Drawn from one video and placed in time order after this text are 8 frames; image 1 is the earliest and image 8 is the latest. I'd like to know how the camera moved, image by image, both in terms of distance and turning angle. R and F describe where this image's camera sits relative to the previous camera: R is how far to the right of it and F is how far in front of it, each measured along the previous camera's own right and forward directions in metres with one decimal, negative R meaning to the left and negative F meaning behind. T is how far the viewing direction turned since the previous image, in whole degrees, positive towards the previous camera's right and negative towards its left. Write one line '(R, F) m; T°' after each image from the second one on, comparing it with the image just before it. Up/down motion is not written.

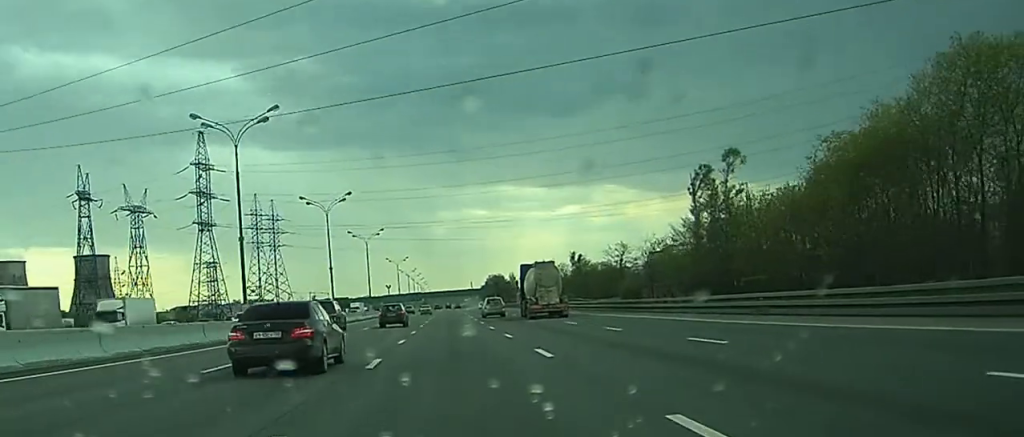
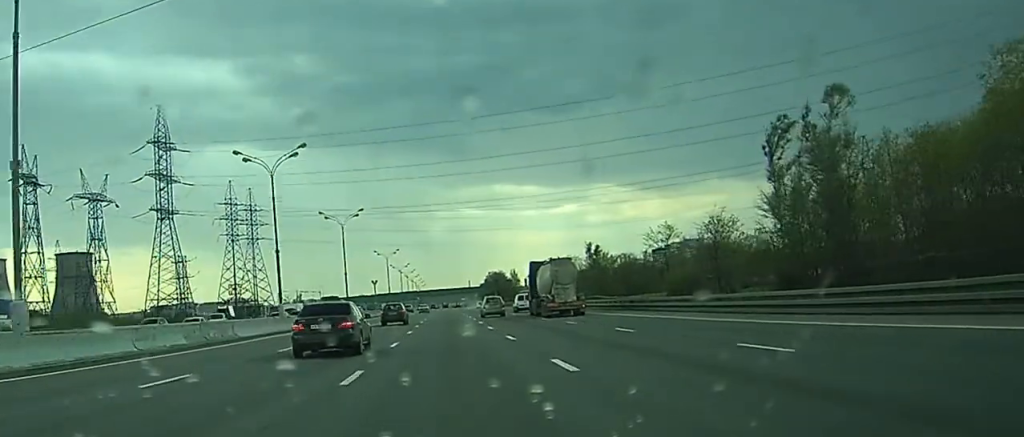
(0.0, +21.7) m; 0°
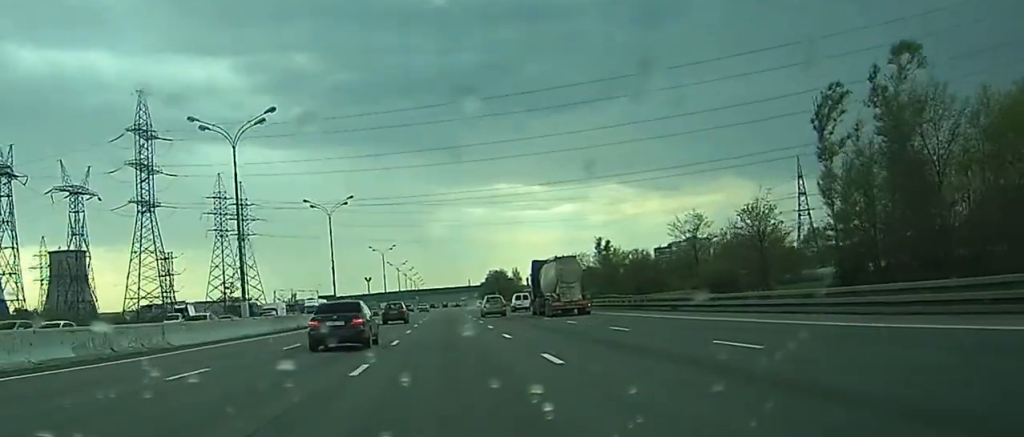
(0.0, +10.6) m; 0°
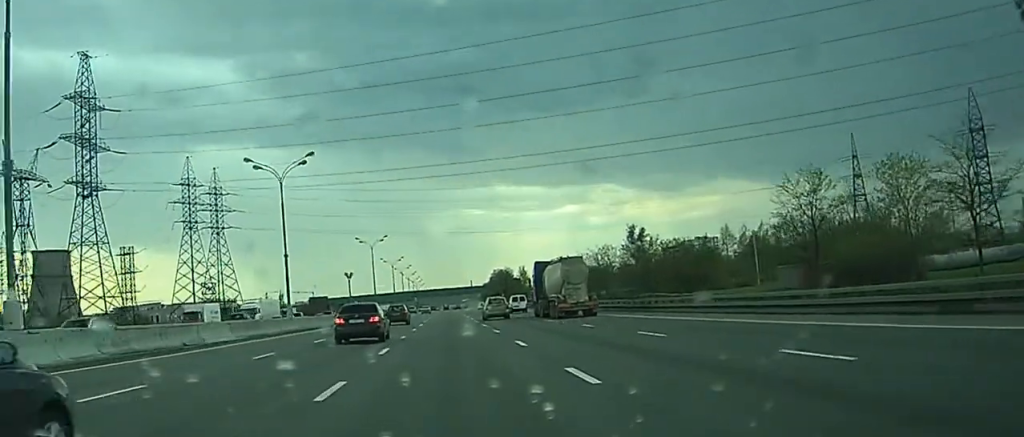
(0.0, +30.2) m; 0°
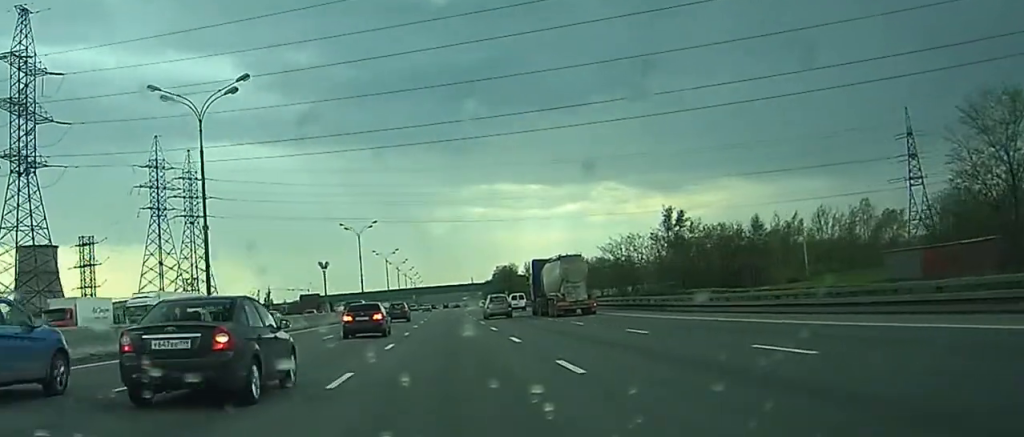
(0.0, +24.6) m; 0°
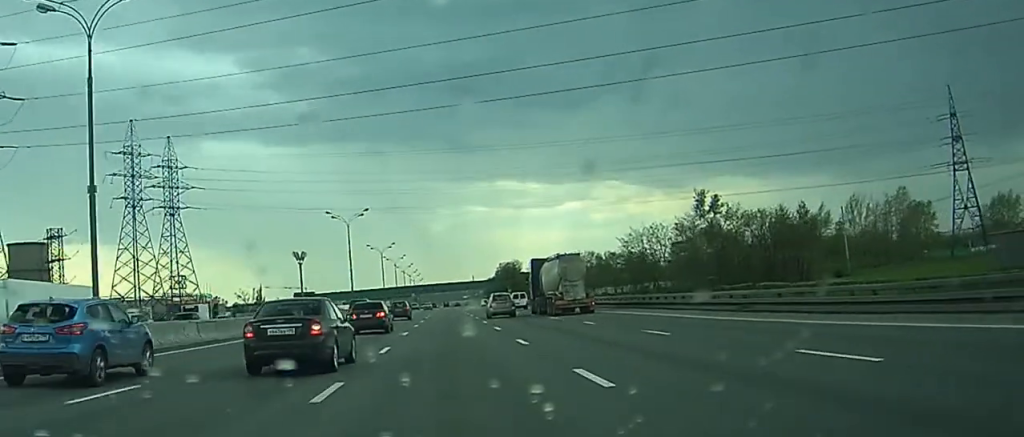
(0.0, +15.1) m; 0°
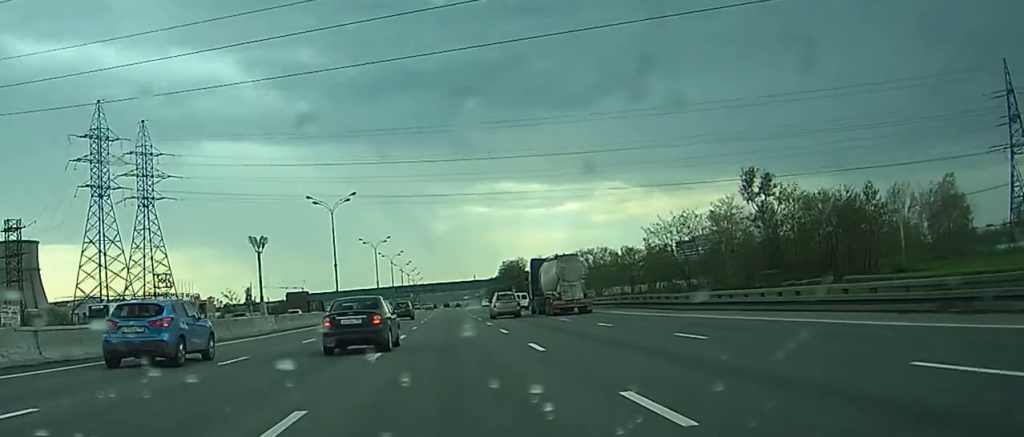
(0.0, +15.2) m; 0°
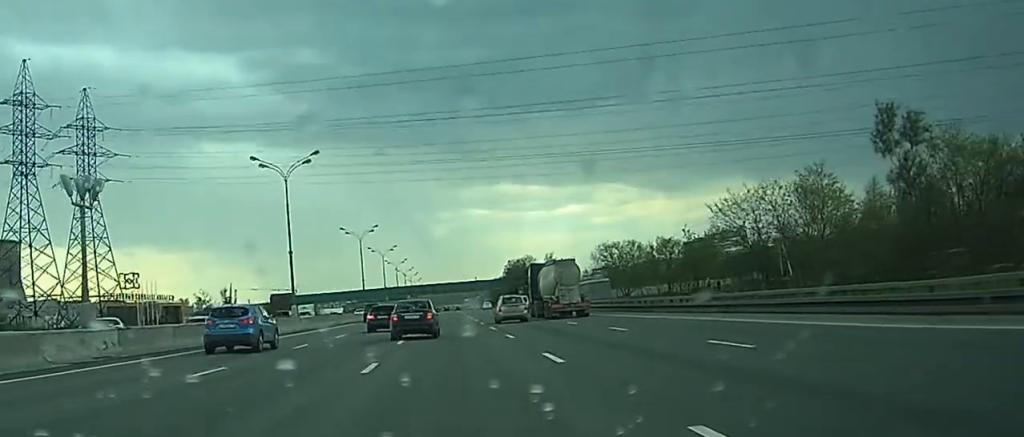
(0.0, +26.4) m; 0°
